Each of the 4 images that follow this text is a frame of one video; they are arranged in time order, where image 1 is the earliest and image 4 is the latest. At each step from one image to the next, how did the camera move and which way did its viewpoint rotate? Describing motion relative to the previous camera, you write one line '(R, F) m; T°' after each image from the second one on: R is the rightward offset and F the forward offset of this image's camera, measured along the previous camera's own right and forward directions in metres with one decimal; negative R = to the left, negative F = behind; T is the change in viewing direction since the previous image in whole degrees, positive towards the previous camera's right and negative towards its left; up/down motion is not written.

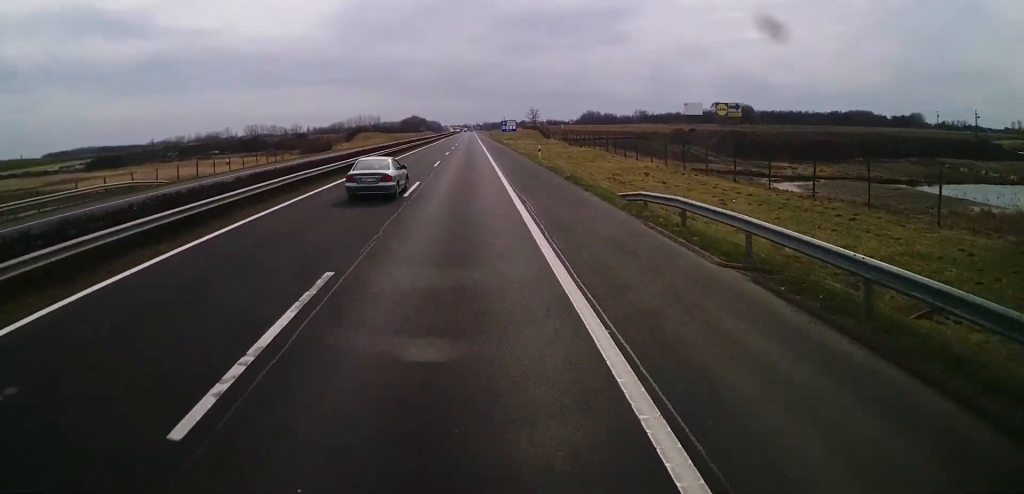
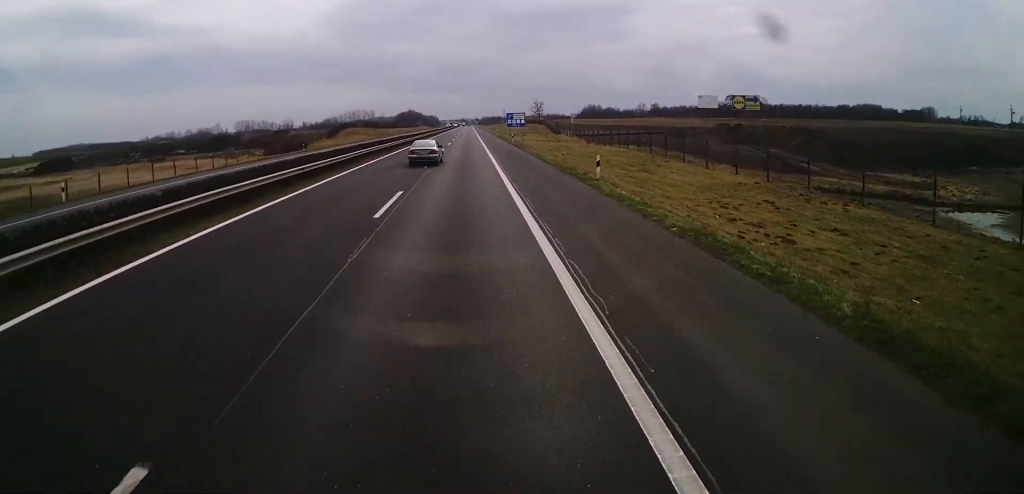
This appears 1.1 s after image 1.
(-0.2, +24.6) m; +1°
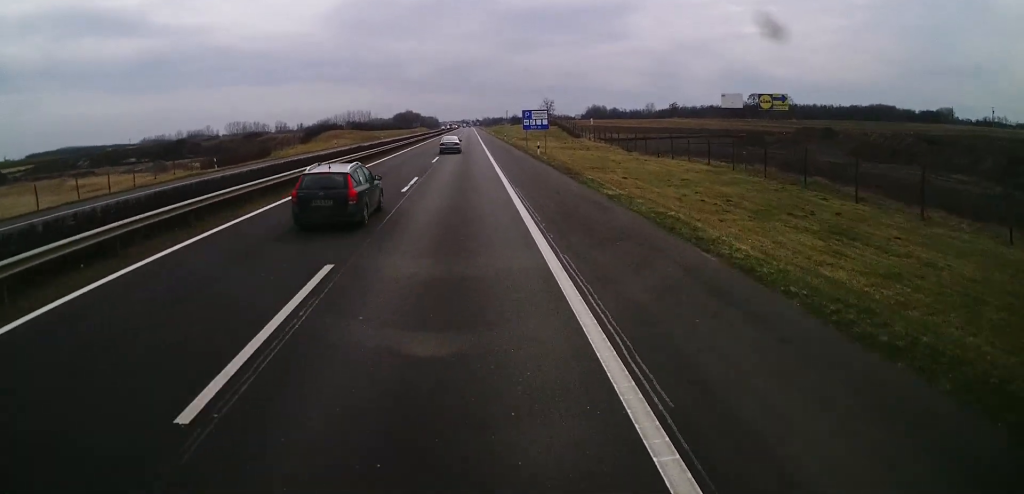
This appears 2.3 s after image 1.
(+0.4, +29.2) m; 0°
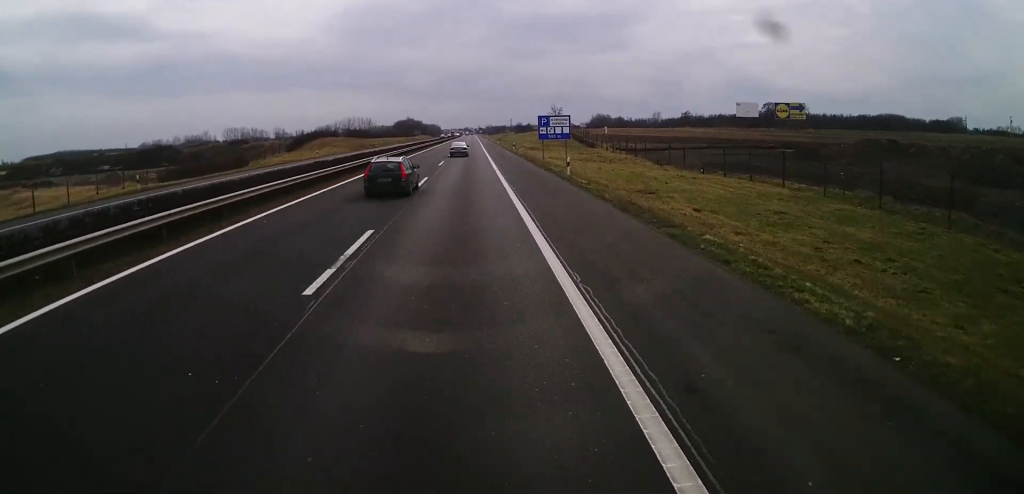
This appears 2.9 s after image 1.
(-0.1, +13.9) m; -1°
